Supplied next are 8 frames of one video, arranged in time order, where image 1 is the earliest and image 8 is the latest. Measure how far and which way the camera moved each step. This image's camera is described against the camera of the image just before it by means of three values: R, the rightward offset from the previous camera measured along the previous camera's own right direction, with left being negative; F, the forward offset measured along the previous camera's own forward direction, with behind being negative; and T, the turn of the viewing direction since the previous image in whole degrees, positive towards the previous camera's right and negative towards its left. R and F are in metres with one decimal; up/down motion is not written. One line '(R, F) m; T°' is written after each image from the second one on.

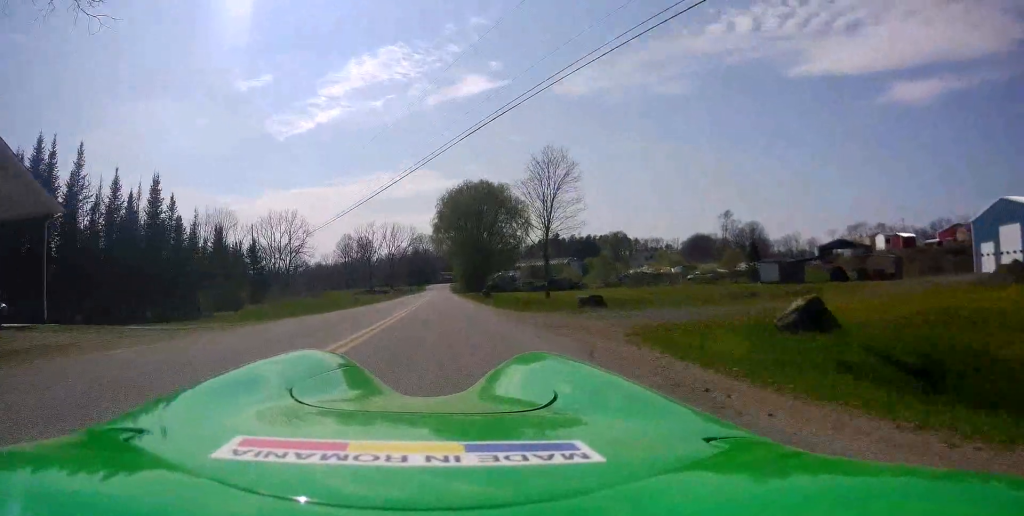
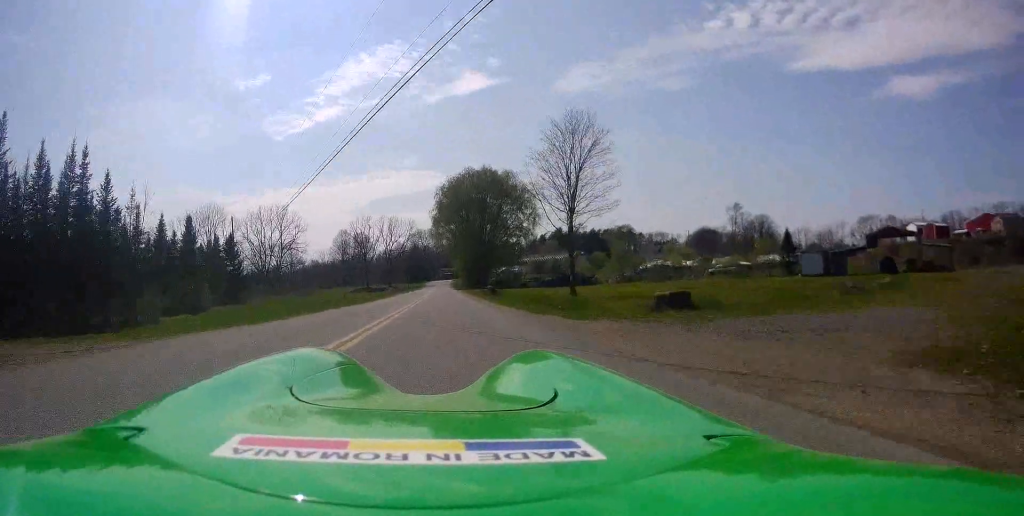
(+0.2, +8.0) m; 0°
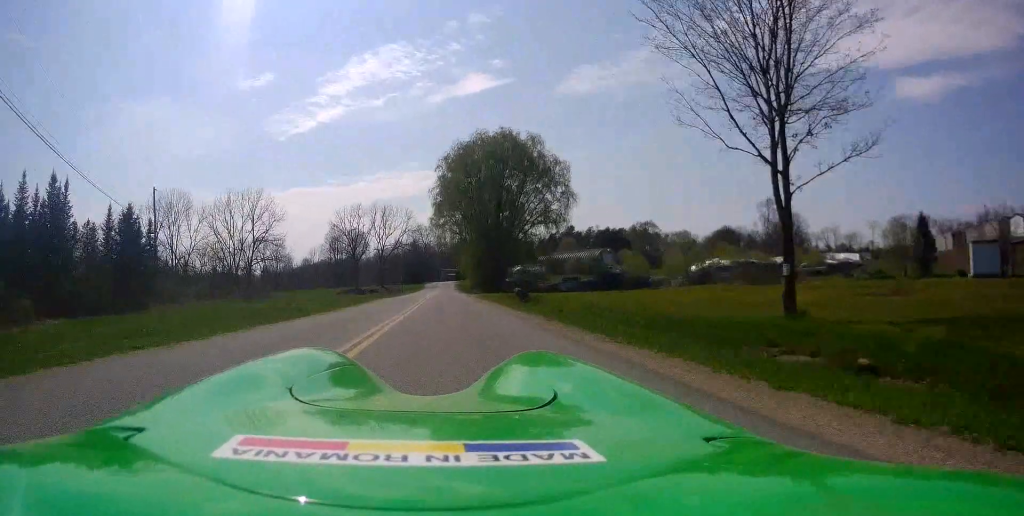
(-0.6, +23.1) m; -1°
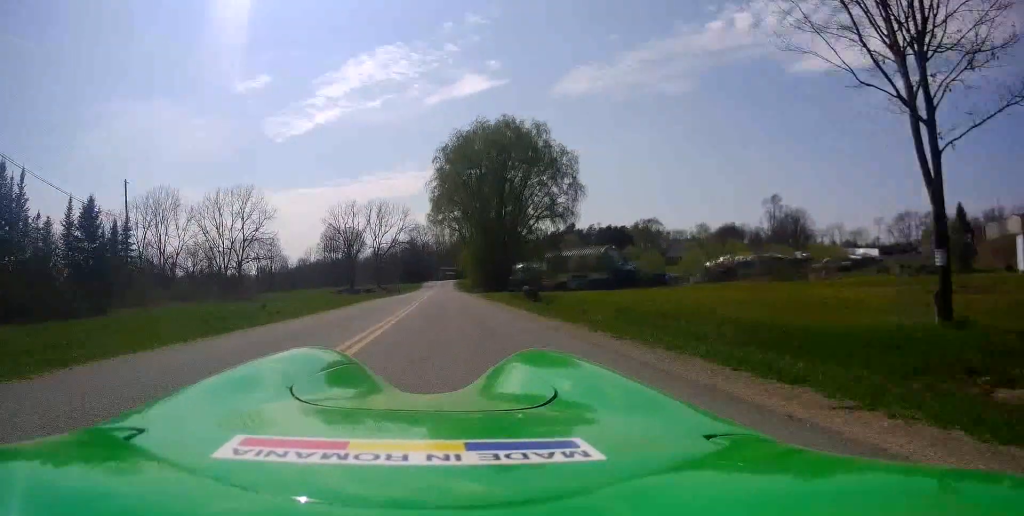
(-0.1, +5.2) m; +1°
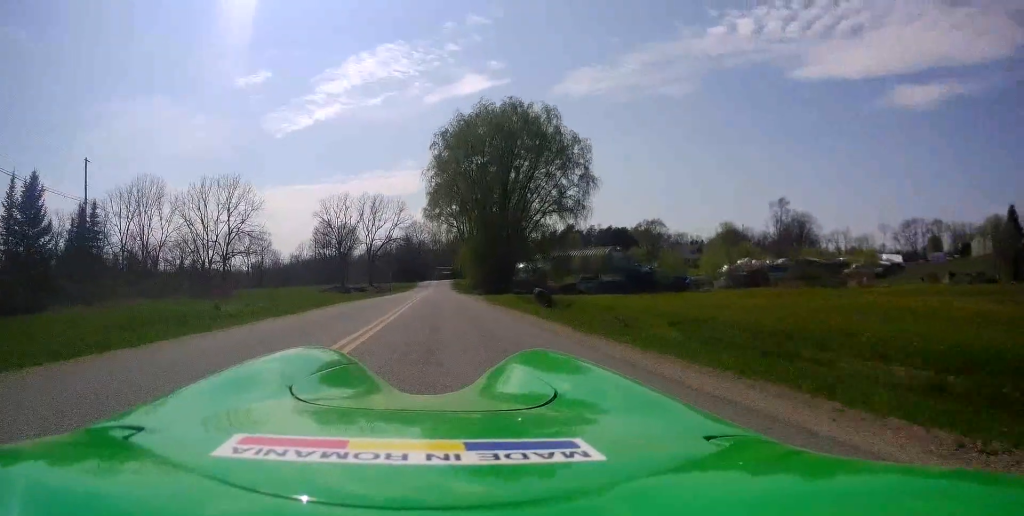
(+0.3, +6.5) m; 0°
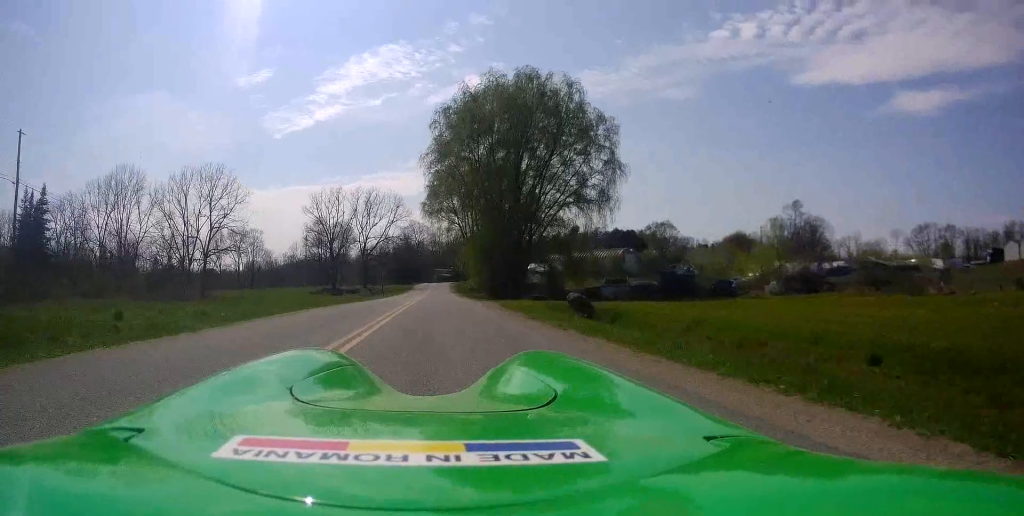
(-0.1, +8.8) m; -2°
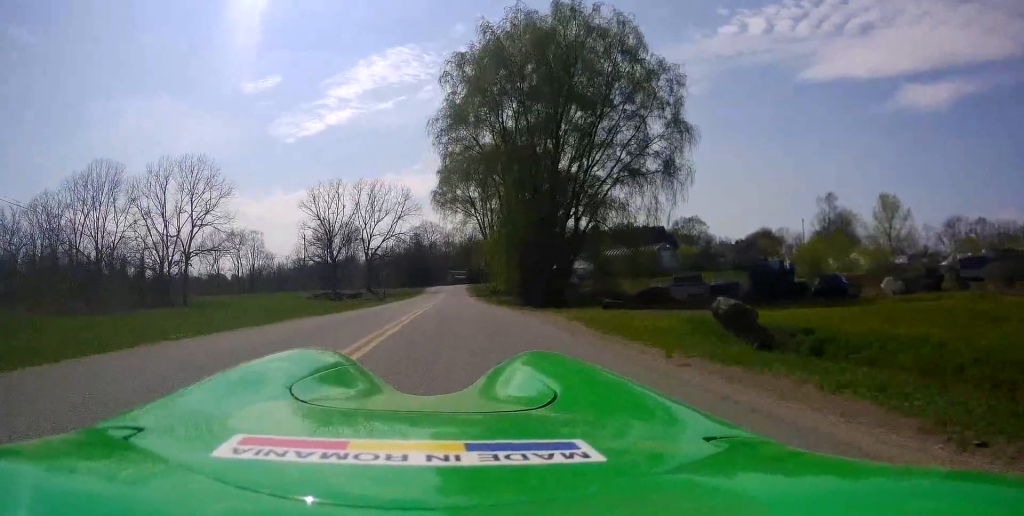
(-0.4, +12.4) m; -2°
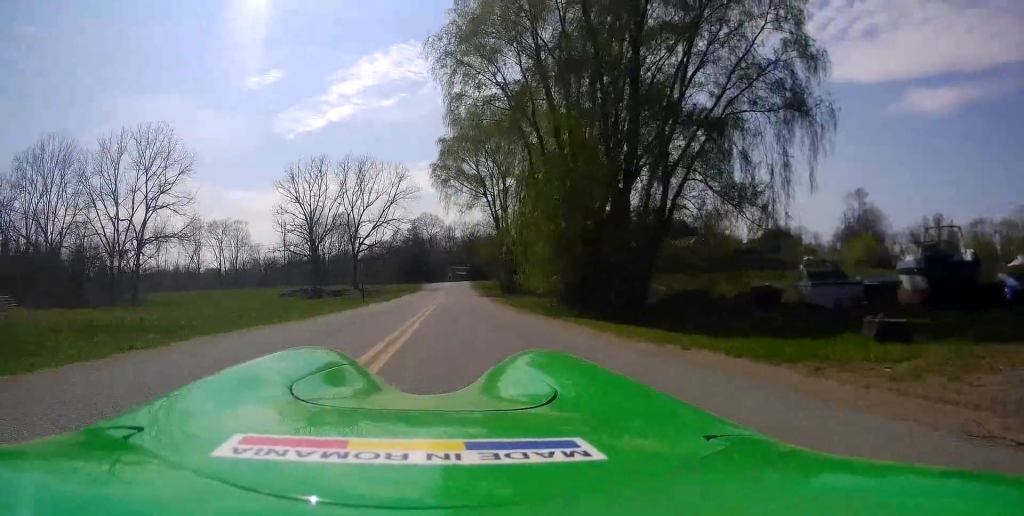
(+0.1, +15.0) m; 0°
